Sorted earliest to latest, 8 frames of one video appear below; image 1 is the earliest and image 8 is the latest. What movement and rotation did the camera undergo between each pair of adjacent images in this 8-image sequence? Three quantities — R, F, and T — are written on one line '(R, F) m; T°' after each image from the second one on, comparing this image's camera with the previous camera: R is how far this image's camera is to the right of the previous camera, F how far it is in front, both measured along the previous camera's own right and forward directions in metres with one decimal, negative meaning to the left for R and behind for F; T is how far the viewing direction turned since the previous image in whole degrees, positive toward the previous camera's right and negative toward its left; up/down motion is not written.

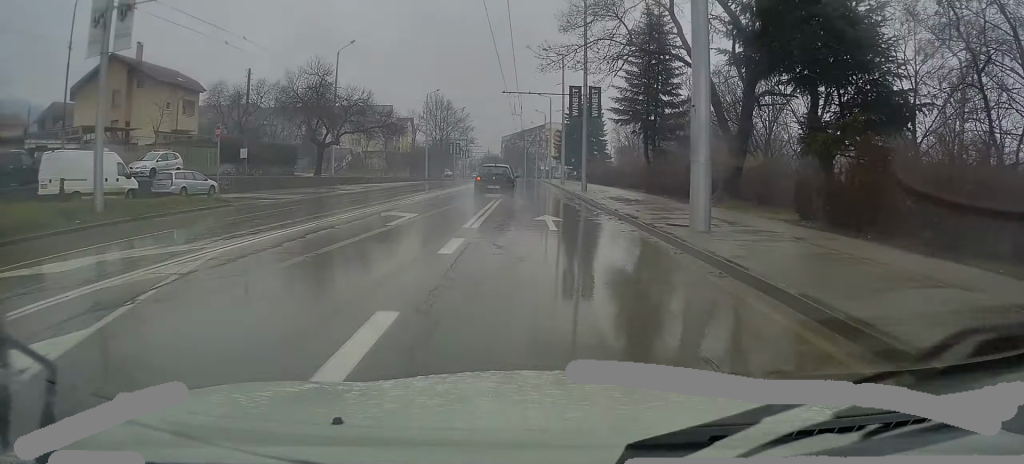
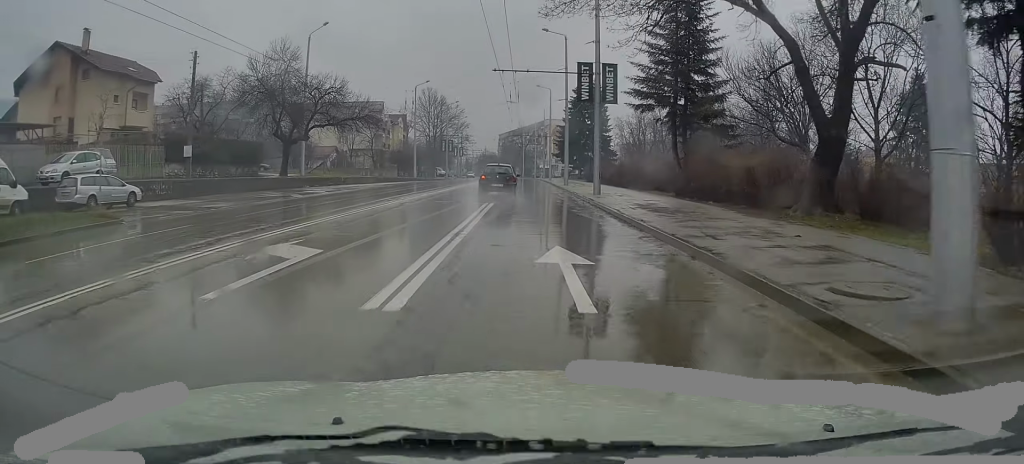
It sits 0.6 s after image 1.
(-0.2, +8.1) m; -1°
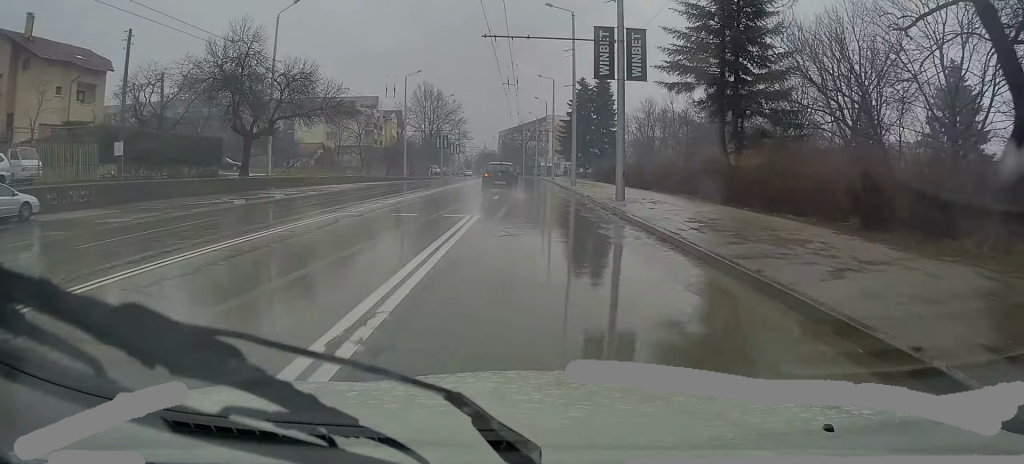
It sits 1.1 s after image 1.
(-0.1, +7.6) m; -1°
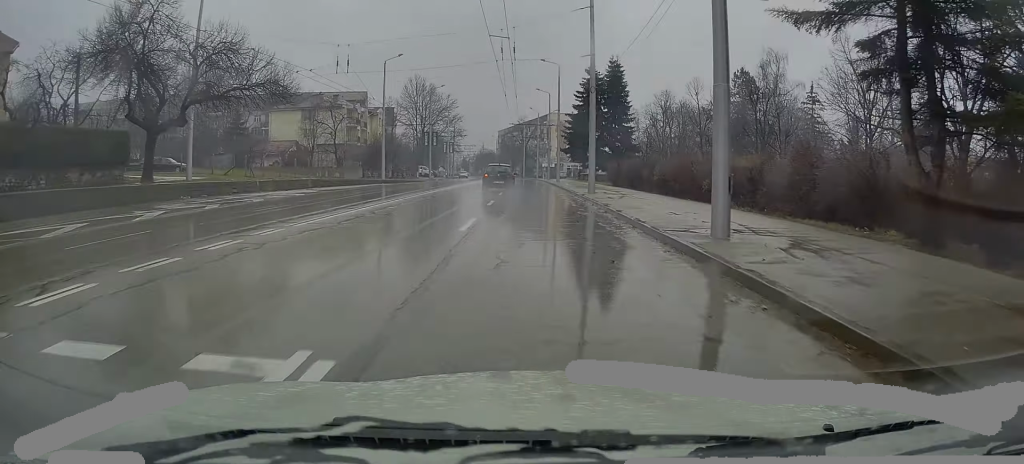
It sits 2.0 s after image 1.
(0.0, +12.4) m; 0°
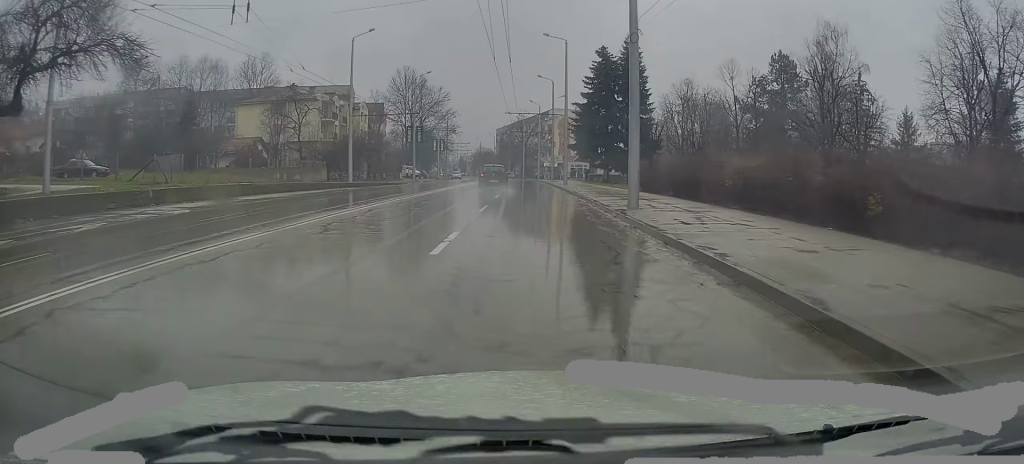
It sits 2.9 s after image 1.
(0.0, +12.7) m; 0°
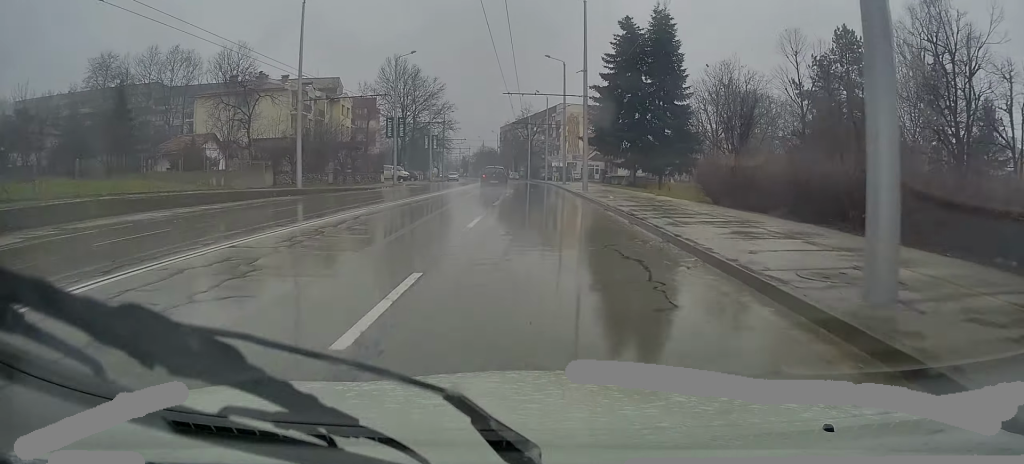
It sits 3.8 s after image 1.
(+0.1, +13.6) m; 0°
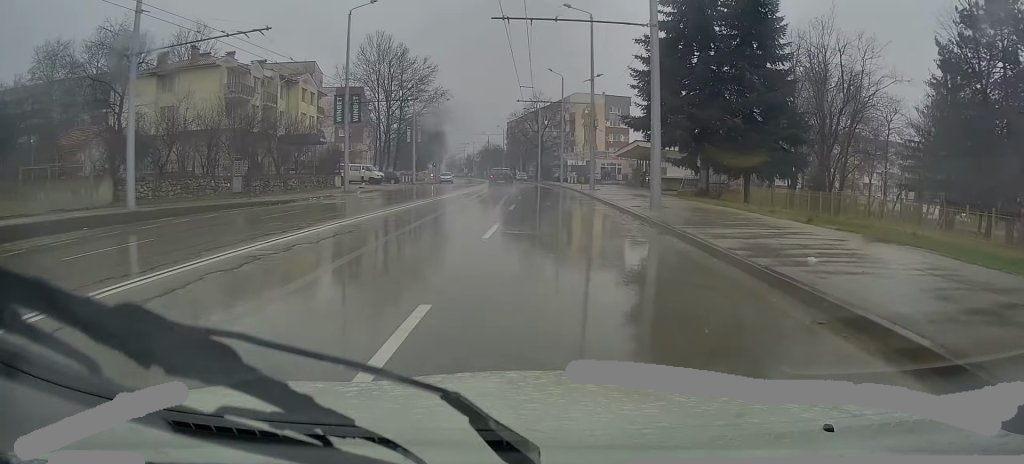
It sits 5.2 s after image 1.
(-0.3, +19.3) m; -2°
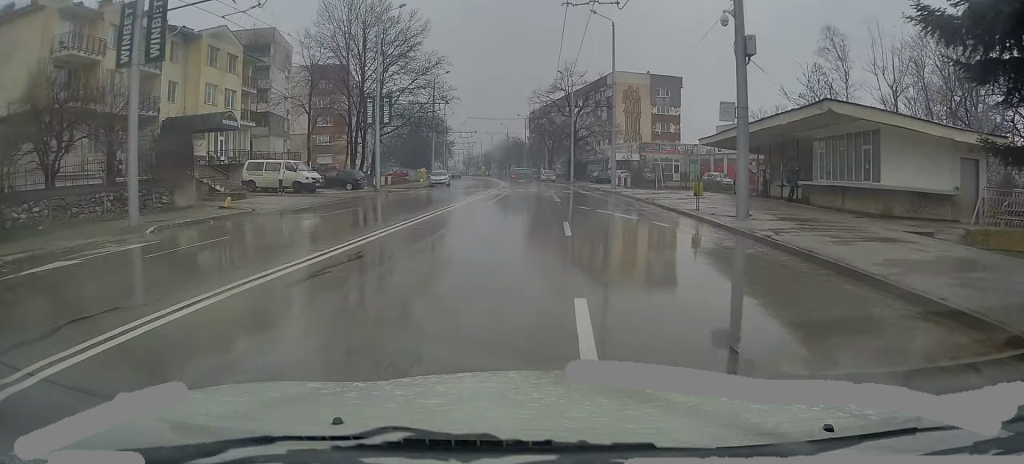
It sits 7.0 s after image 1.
(-0.2, +26.2) m; +1°
